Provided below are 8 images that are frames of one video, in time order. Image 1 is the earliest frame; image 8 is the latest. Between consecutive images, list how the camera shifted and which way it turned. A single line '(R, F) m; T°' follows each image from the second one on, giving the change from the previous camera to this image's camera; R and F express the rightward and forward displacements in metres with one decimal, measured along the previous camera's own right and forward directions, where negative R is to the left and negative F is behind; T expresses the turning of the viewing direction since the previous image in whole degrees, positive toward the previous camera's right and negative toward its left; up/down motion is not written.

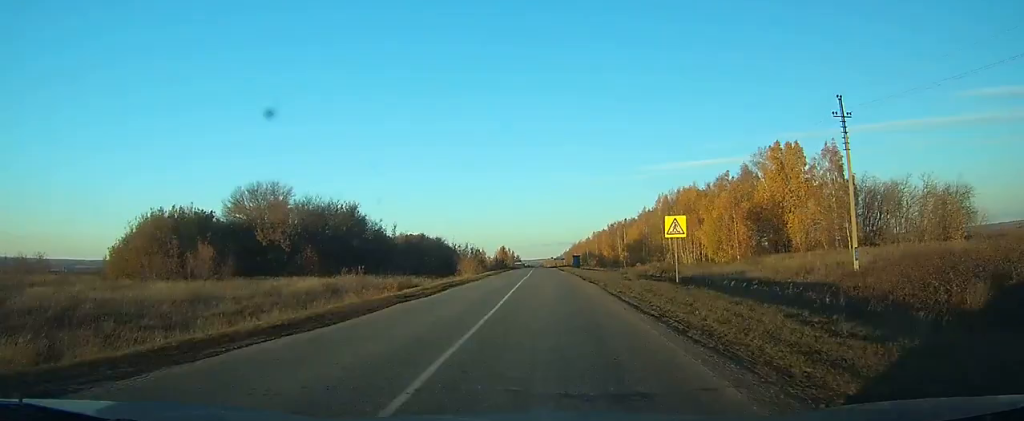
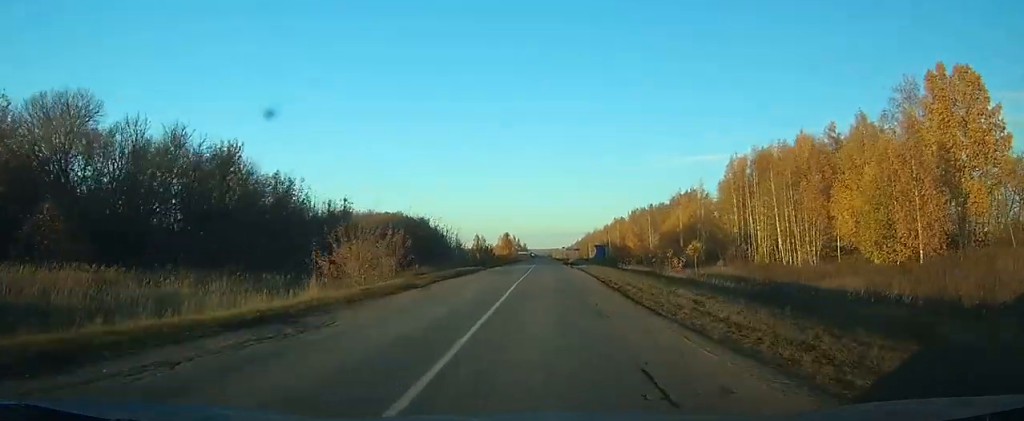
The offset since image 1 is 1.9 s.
(-0.1, +43.9) m; 0°
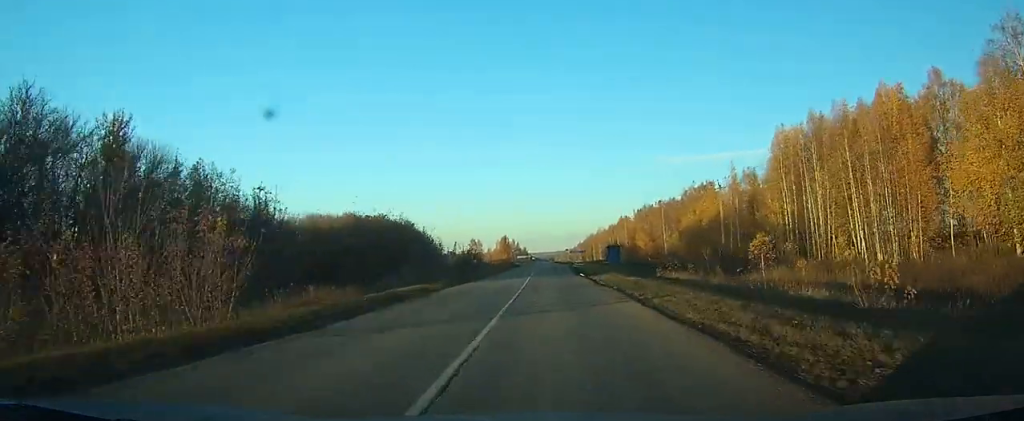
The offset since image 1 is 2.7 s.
(0.0, +19.1) m; 0°
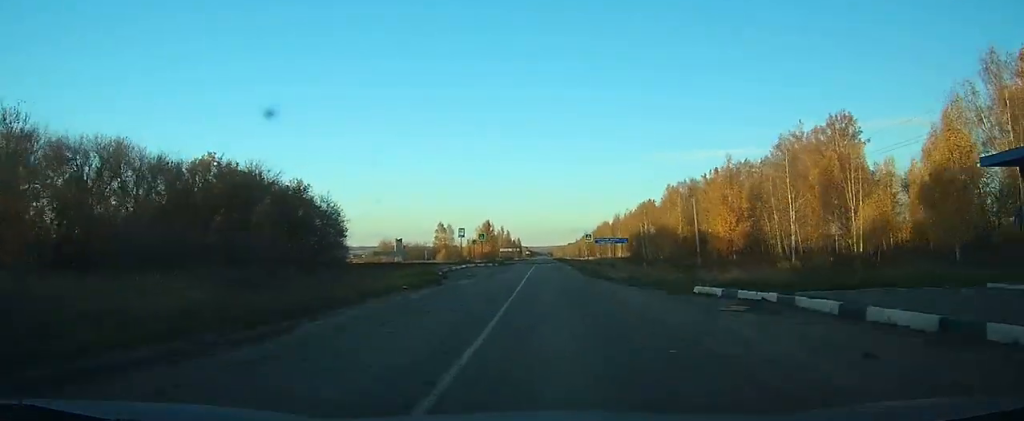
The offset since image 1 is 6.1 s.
(-0.2, +79.7) m; 0°
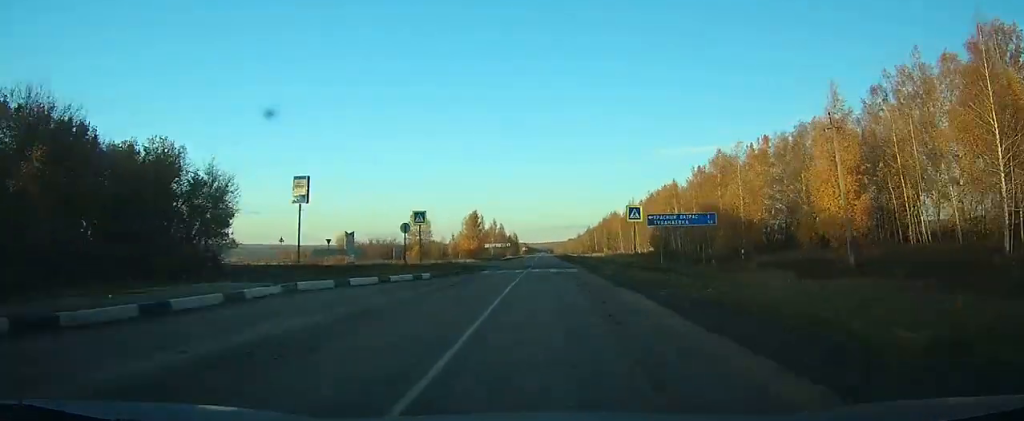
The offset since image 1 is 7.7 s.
(+0.1, +35.6) m; 0°
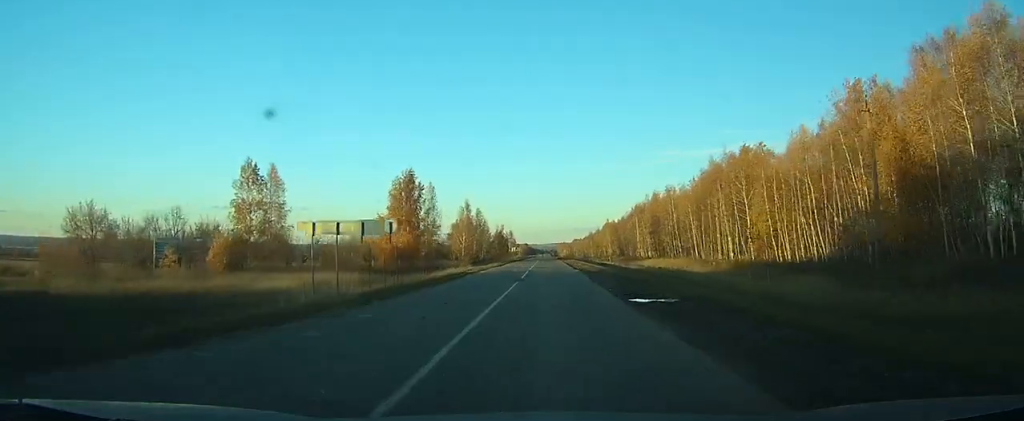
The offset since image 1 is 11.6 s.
(+1.0, +81.6) m; +3°
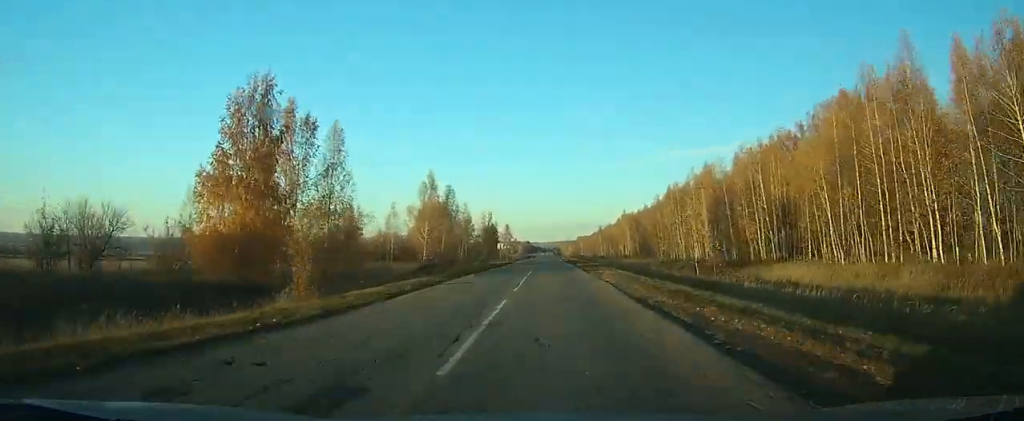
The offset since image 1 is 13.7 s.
(+1.2, +45.5) m; -2°
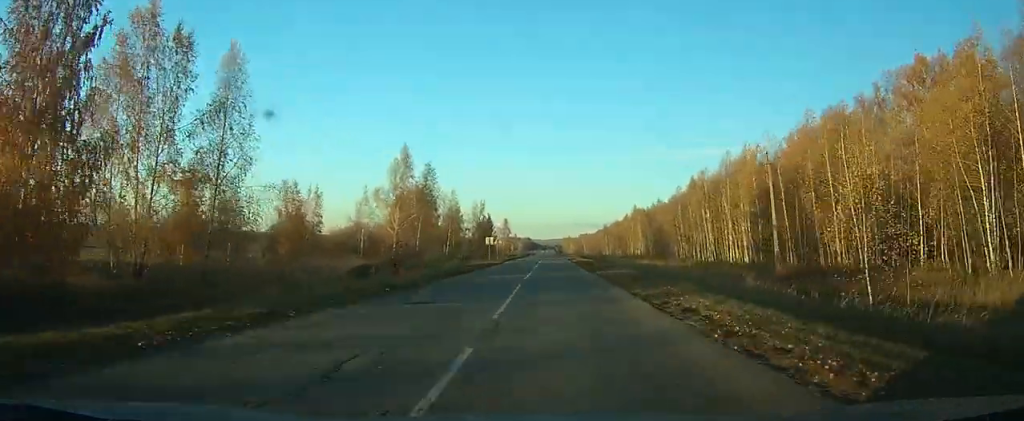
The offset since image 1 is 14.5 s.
(-0.2, +20.5) m; -1°
